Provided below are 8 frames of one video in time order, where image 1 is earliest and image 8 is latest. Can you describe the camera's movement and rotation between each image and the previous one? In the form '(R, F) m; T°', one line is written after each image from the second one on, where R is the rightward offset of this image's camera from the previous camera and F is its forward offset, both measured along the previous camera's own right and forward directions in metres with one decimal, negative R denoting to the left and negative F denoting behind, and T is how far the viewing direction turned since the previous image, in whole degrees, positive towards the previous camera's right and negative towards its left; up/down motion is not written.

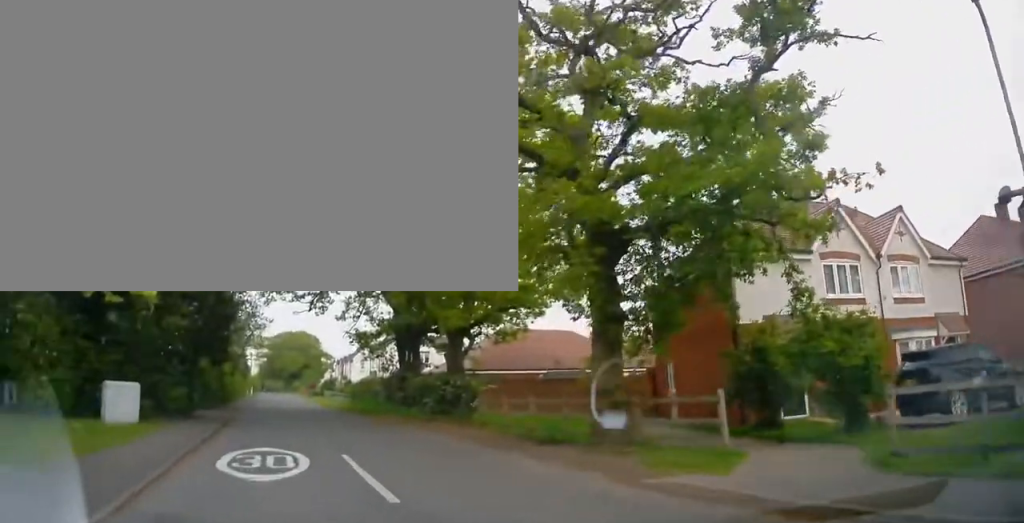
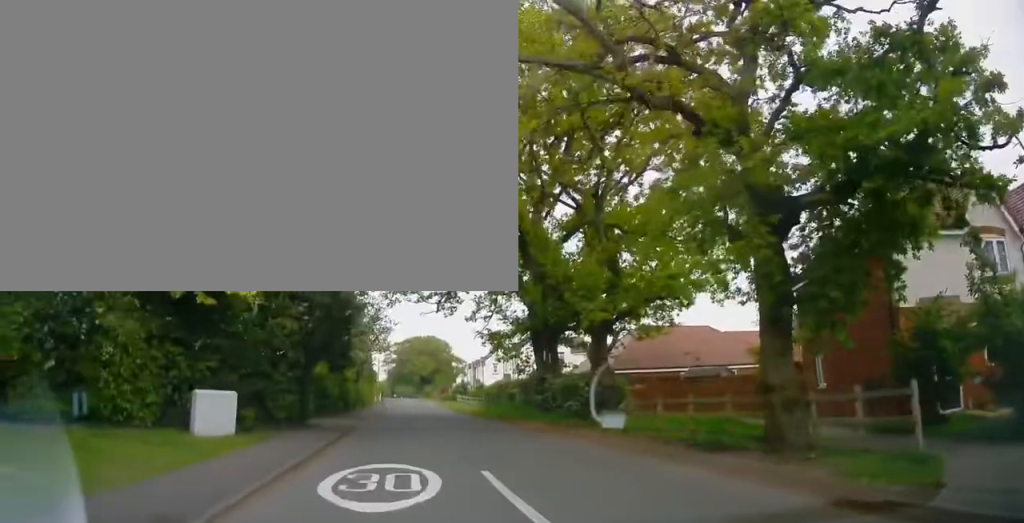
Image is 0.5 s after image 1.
(-0.2, +1.6) m; -8°
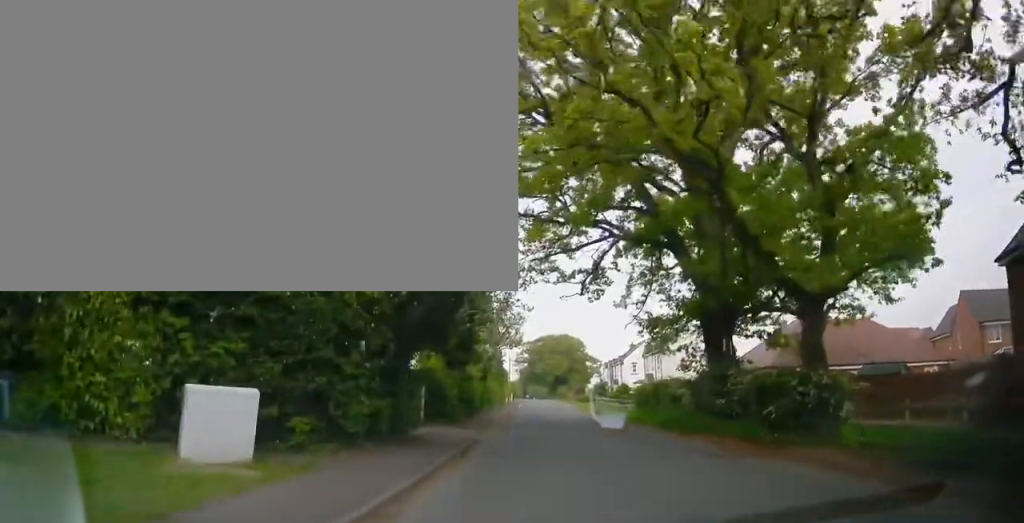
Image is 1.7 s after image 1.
(-0.2, +5.2) m; -5°
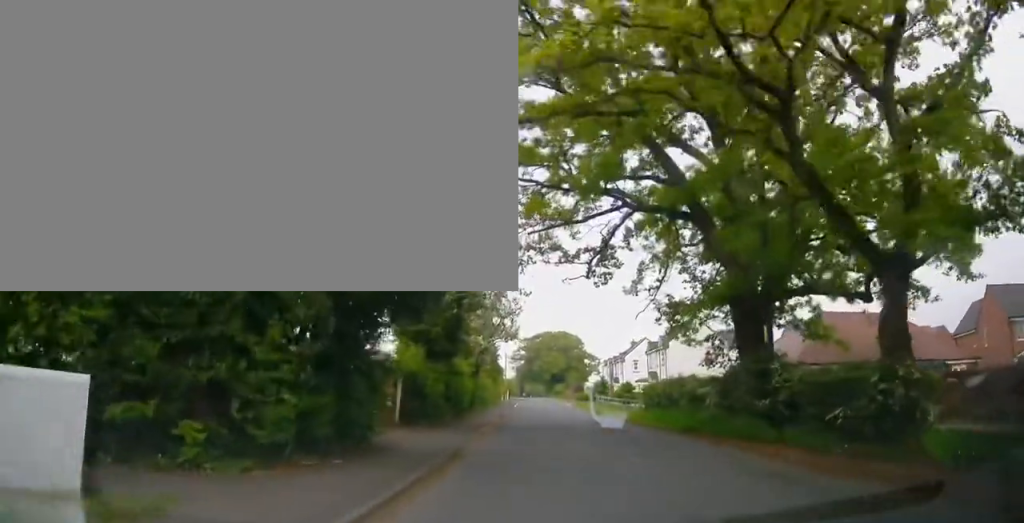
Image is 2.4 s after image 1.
(-0.1, +3.1) m; -2°
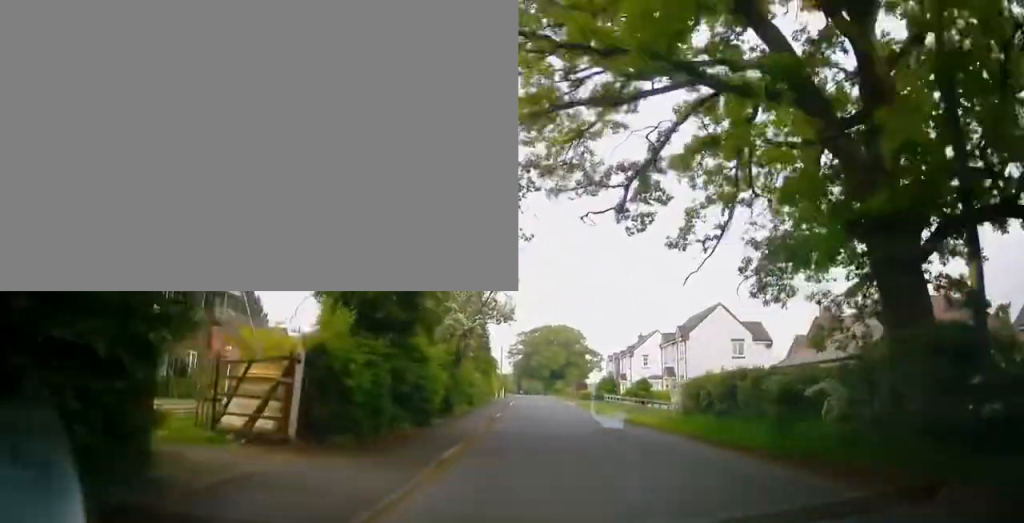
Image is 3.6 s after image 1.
(-0.1, +7.4) m; -5°
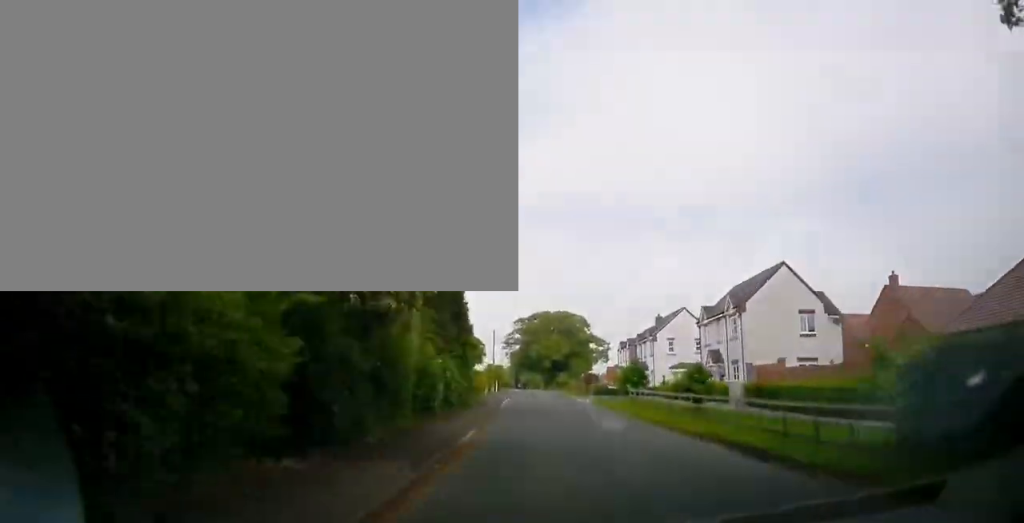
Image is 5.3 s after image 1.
(-0.5, +12.3) m; -1°
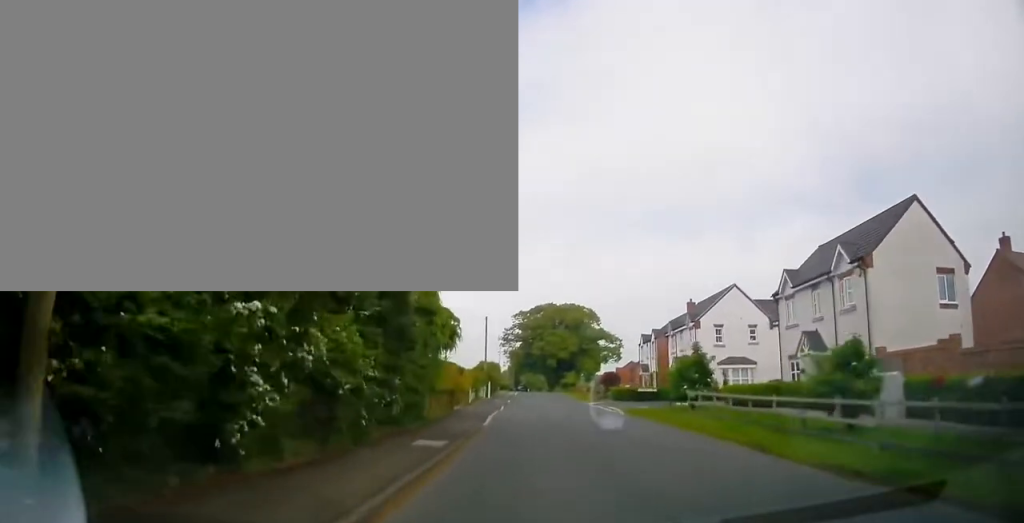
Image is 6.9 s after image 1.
(+0.3, +13.4) m; +4°
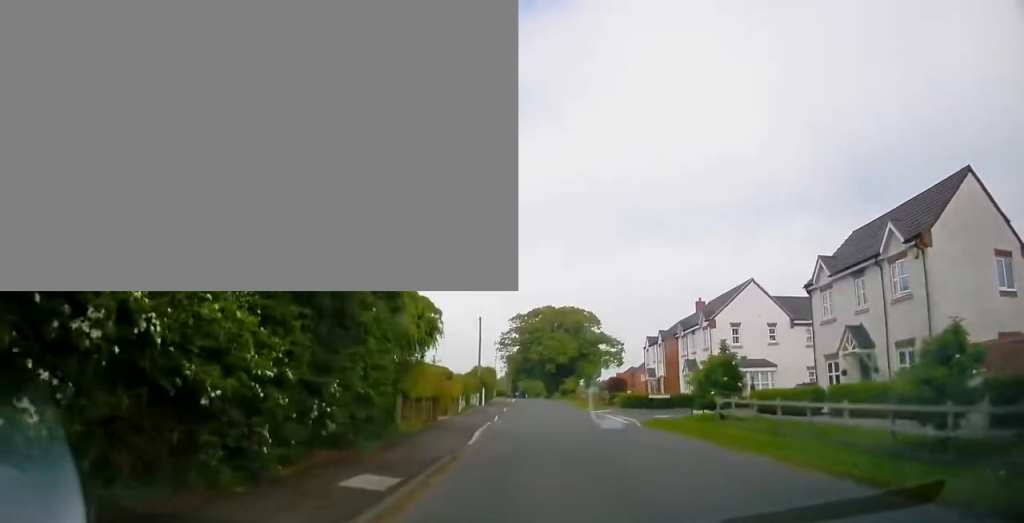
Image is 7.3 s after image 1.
(+0.1, +4.1) m; +1°
